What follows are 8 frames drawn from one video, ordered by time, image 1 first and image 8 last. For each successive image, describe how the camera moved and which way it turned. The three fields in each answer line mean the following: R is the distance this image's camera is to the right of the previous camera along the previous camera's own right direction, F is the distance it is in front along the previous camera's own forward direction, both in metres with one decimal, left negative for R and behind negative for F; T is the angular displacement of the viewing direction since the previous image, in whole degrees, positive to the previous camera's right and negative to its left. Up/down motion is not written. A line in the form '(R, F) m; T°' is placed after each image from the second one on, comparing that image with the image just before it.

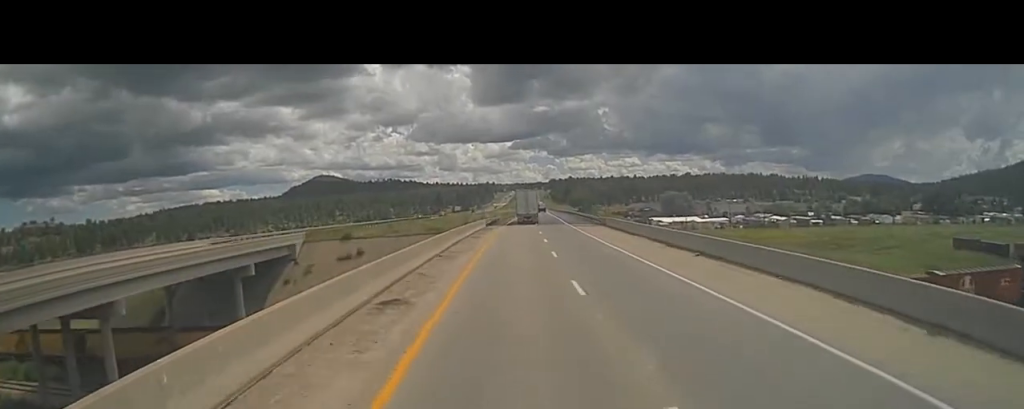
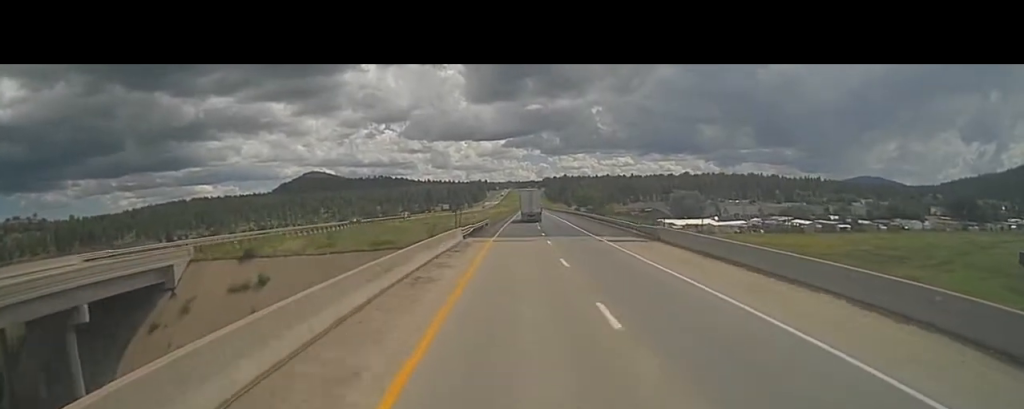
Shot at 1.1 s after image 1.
(+0.4, +27.3) m; +1°
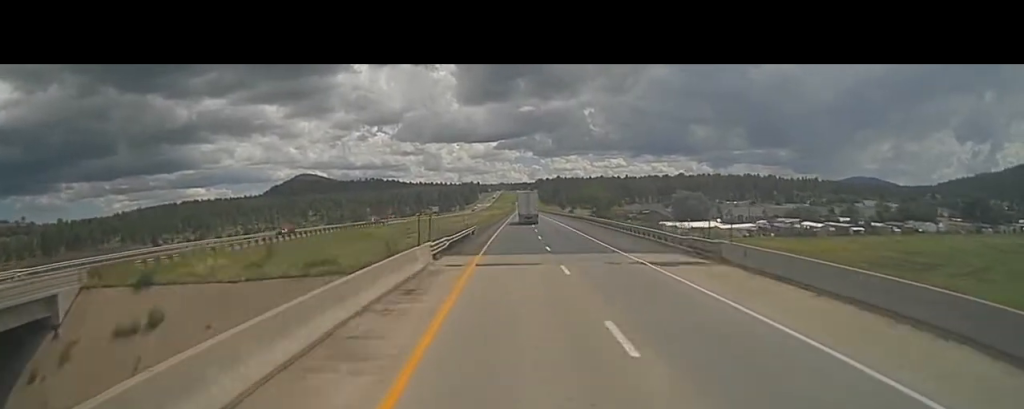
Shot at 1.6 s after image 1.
(+0.1, +13.8) m; +1°
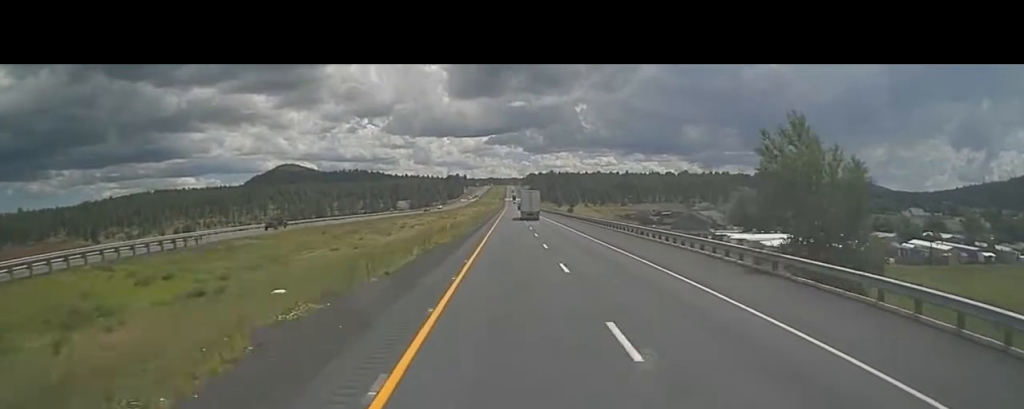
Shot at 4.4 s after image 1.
(+0.9, +73.2) m; +2°
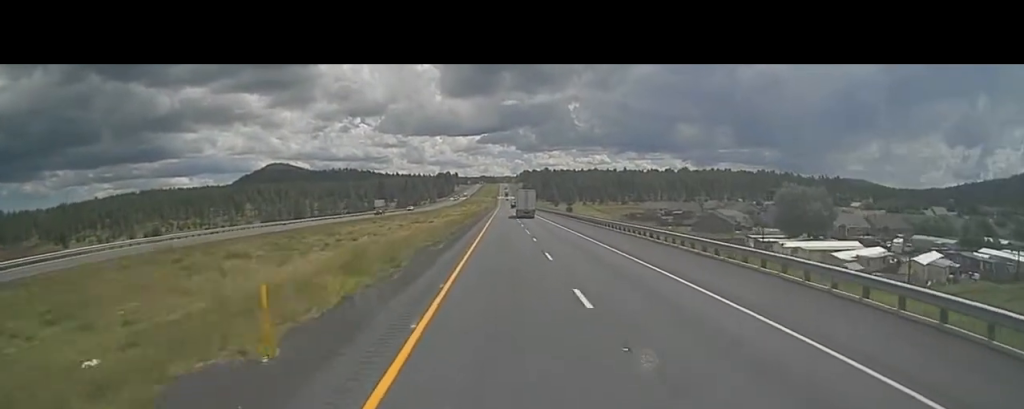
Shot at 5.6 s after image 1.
(0.0, +31.8) m; -1°
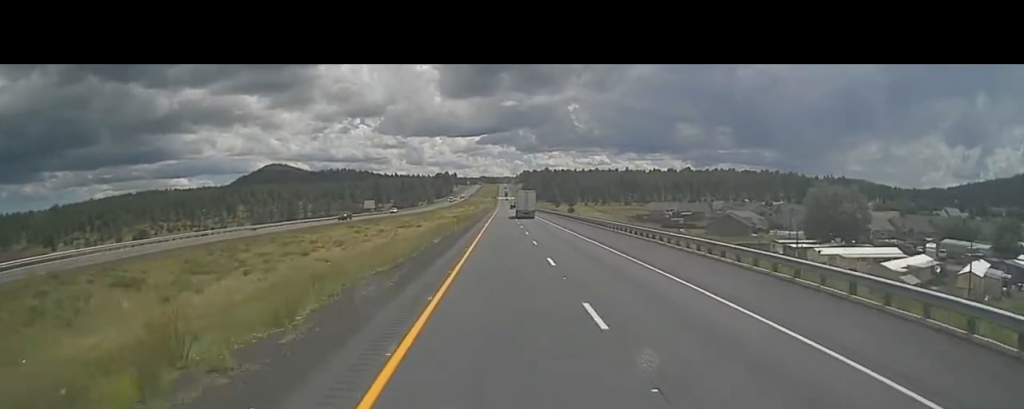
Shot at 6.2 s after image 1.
(-0.3, +15.1) m; 0°
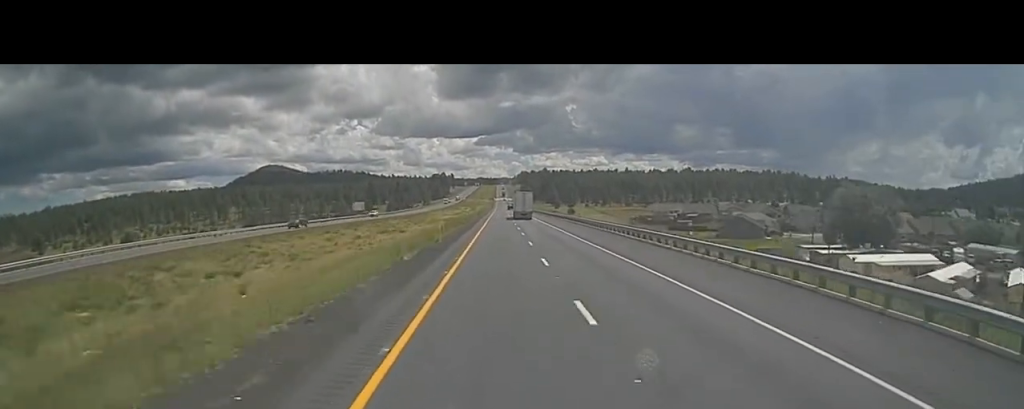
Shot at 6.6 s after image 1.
(-0.1, +11.6) m; 0°
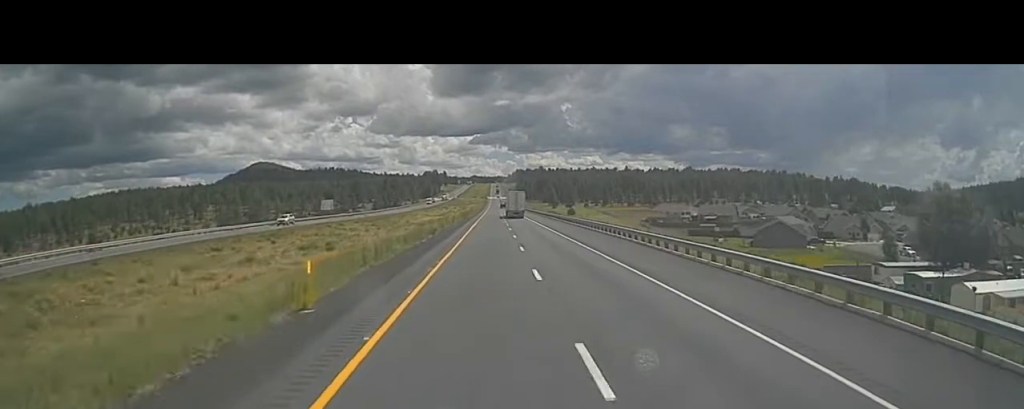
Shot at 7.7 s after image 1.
(+0.7, +28.6) m; +2°
